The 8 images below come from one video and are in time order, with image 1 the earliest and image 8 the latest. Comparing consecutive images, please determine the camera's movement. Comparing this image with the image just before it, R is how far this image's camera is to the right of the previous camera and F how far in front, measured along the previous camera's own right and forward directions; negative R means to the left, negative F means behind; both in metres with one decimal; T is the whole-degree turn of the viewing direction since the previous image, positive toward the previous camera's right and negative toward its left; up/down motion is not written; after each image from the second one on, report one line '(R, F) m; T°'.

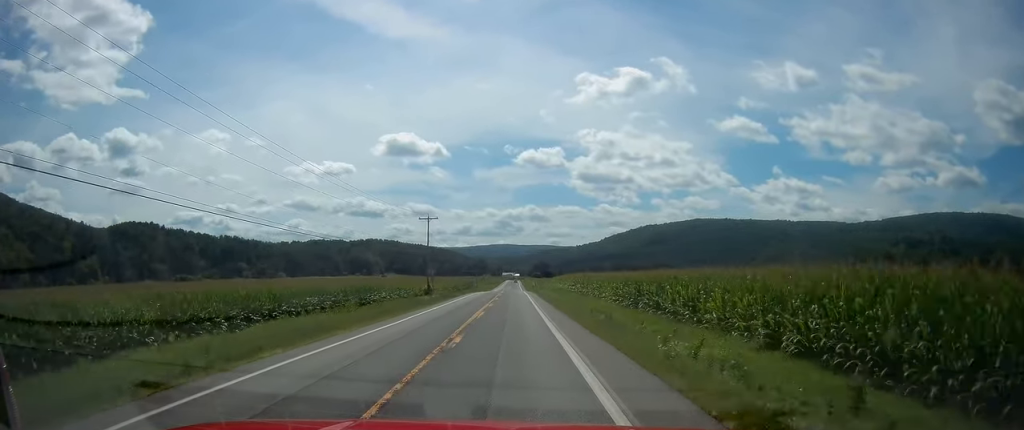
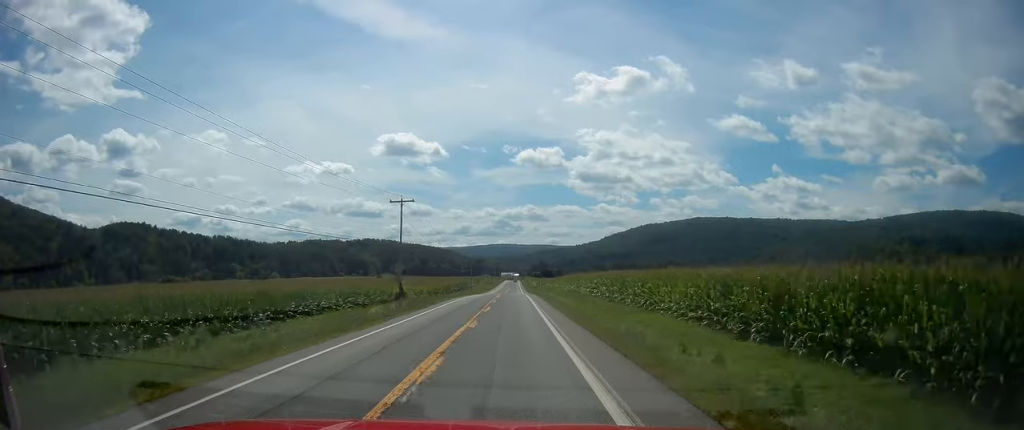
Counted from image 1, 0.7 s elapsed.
(0.0, +17.3) m; 0°
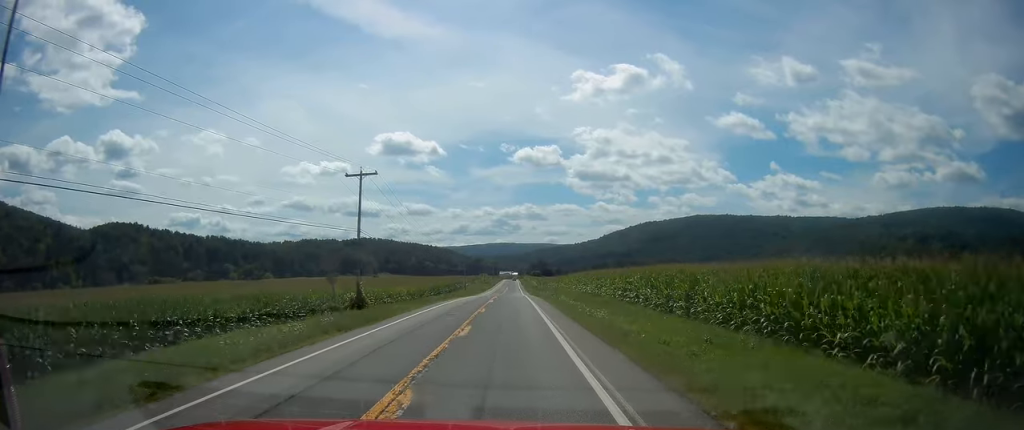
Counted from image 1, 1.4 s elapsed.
(0.0, +15.0) m; 0°
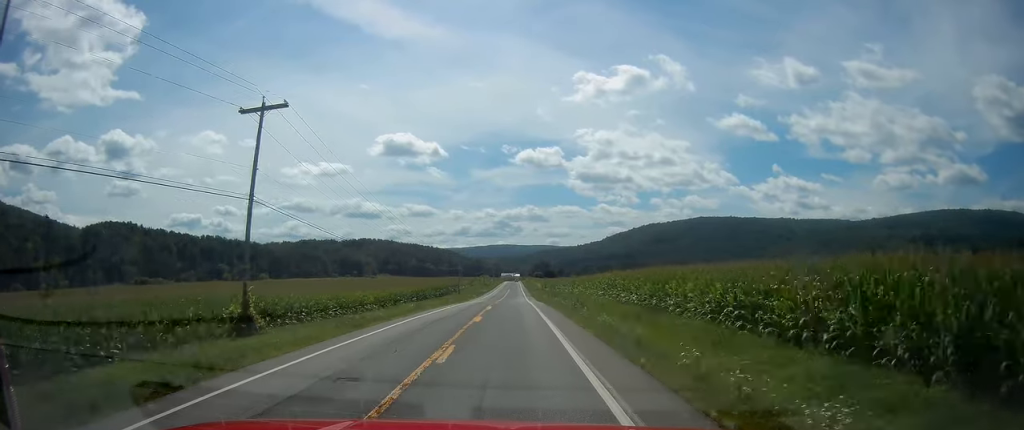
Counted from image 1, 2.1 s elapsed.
(+0.1, +18.3) m; 0°
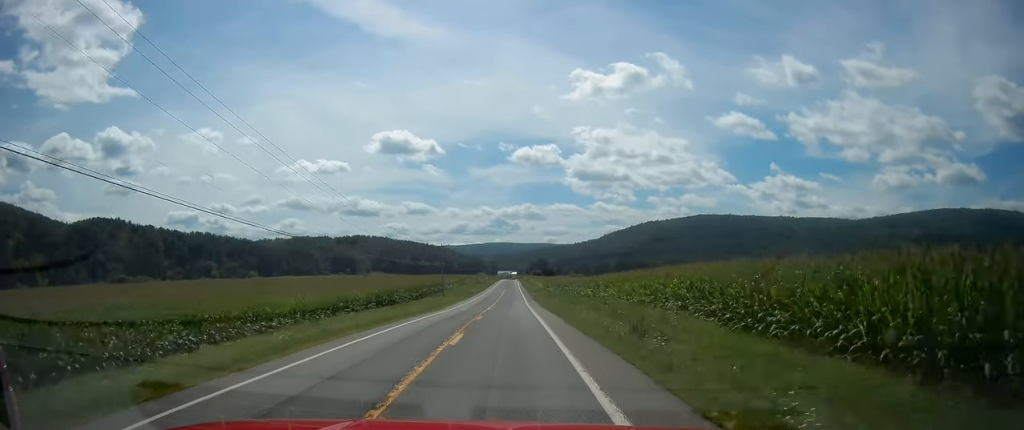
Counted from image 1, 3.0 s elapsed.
(+0.1, +20.9) m; 0°
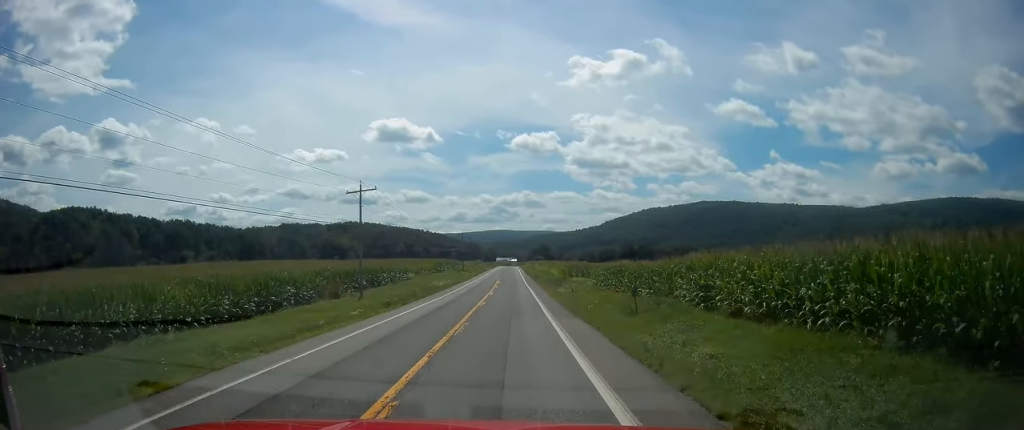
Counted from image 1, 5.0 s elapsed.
(-0.3, +49.0) m; -1°
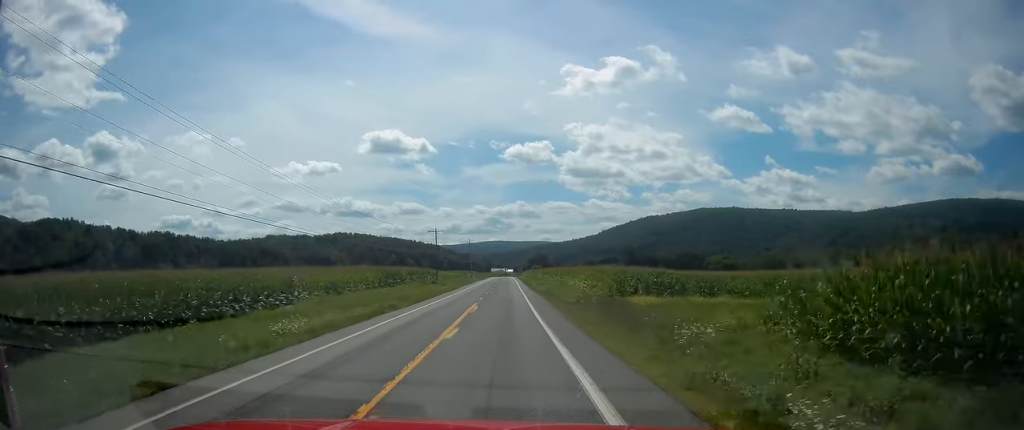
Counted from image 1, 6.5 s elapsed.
(+0.1, +37.6) m; +1°
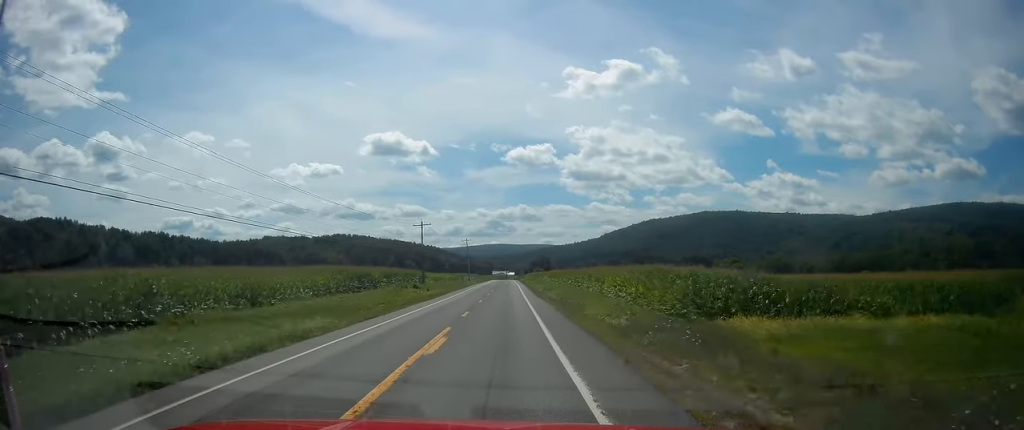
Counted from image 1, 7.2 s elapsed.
(0.0, +15.5) m; 0°
